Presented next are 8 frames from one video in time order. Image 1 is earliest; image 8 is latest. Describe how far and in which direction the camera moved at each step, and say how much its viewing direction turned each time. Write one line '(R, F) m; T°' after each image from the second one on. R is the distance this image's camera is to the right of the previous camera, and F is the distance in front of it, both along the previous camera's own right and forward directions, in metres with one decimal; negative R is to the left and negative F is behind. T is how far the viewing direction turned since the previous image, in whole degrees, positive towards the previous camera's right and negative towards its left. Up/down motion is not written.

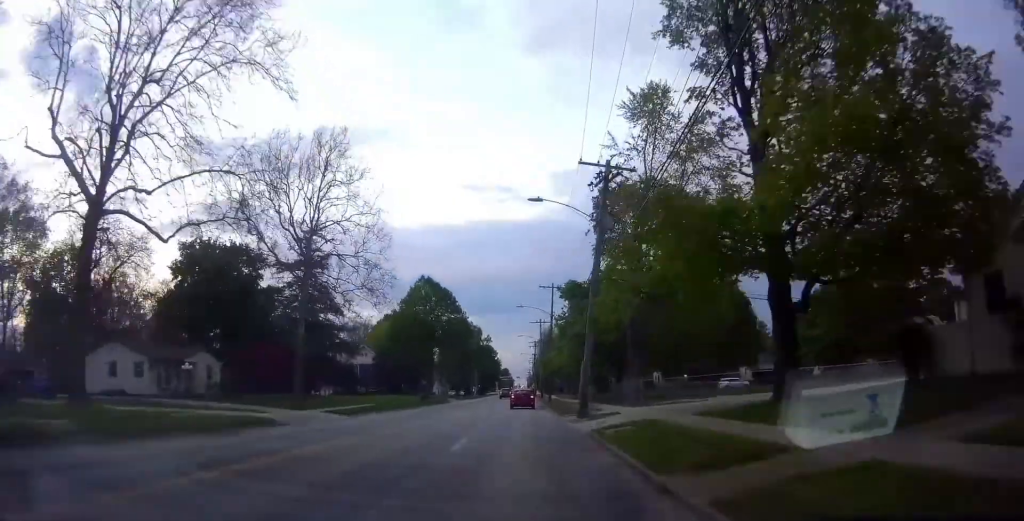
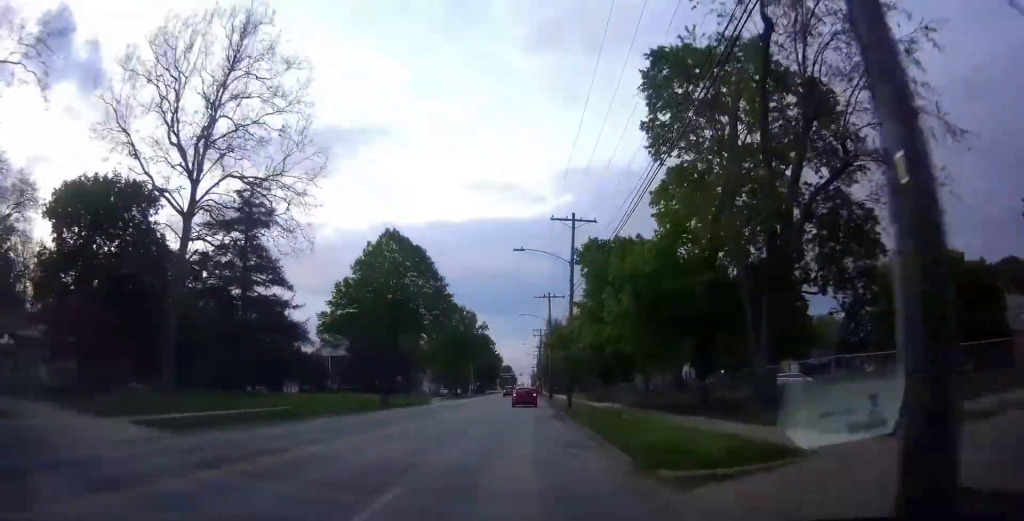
(-0.7, +20.7) m; 0°
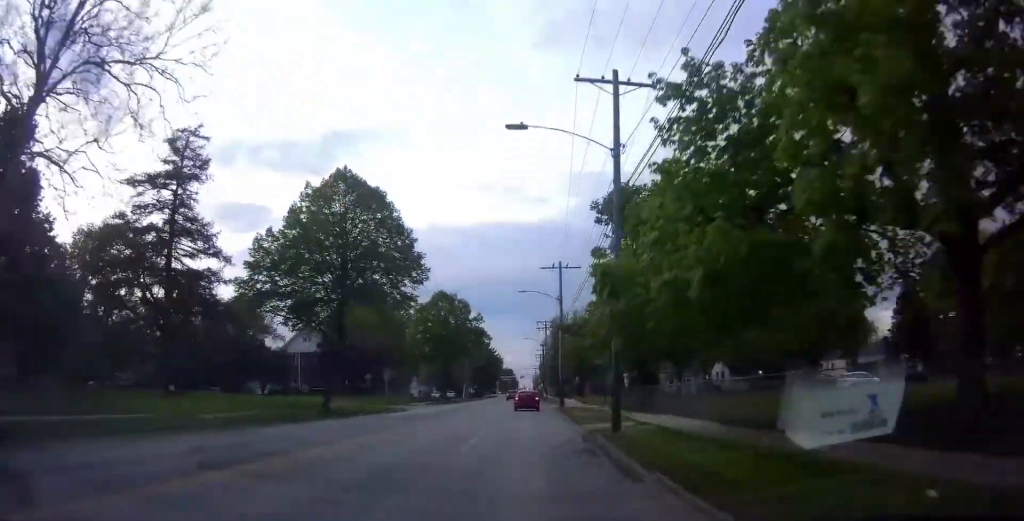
(+0.6, +15.1) m; +2°
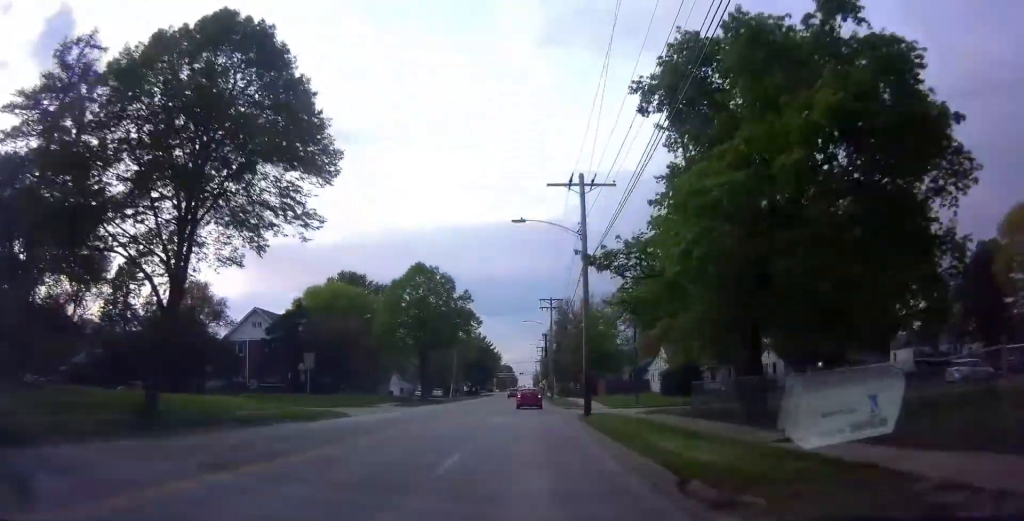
(0.0, +17.6) m; 0°
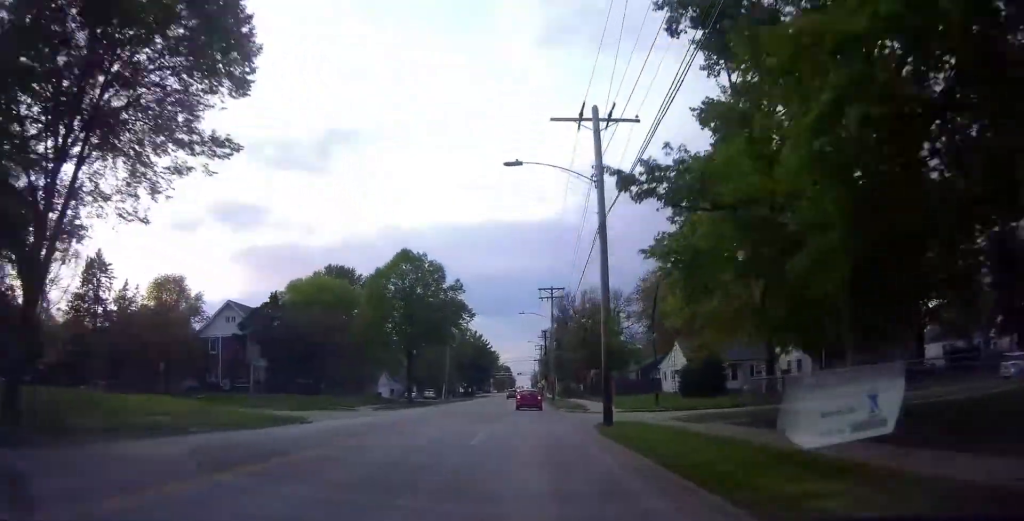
(0.0, +6.8) m; 0°
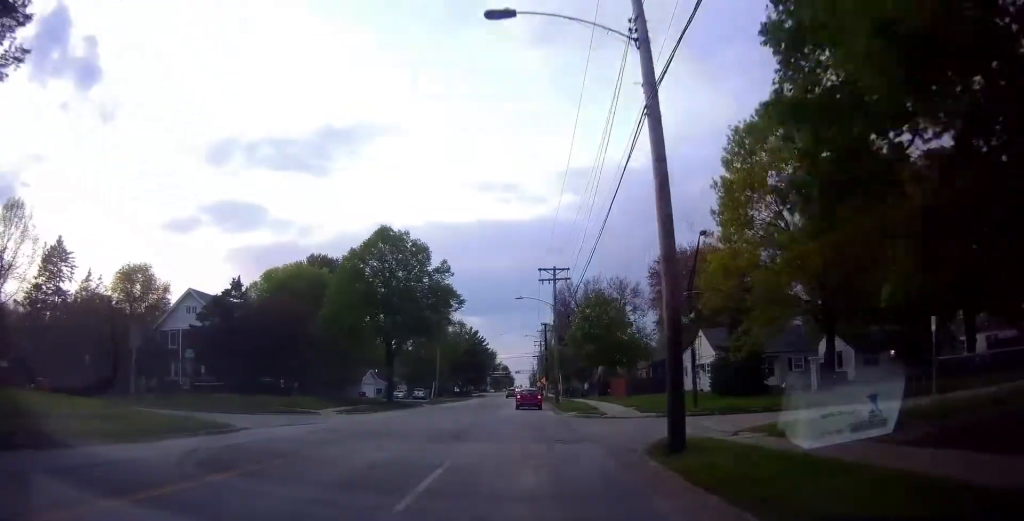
(0.0, +8.1) m; 0°
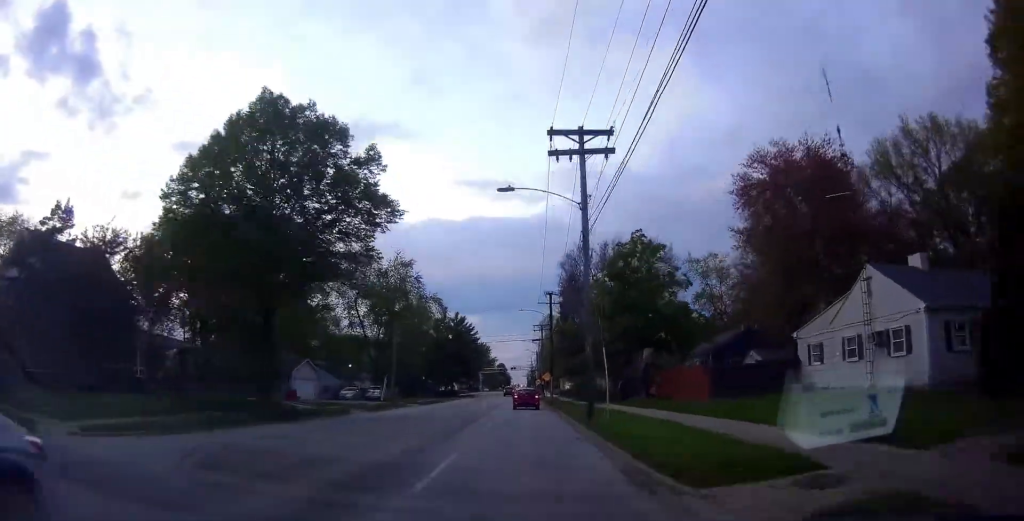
(0.0, +25.2) m; 0°
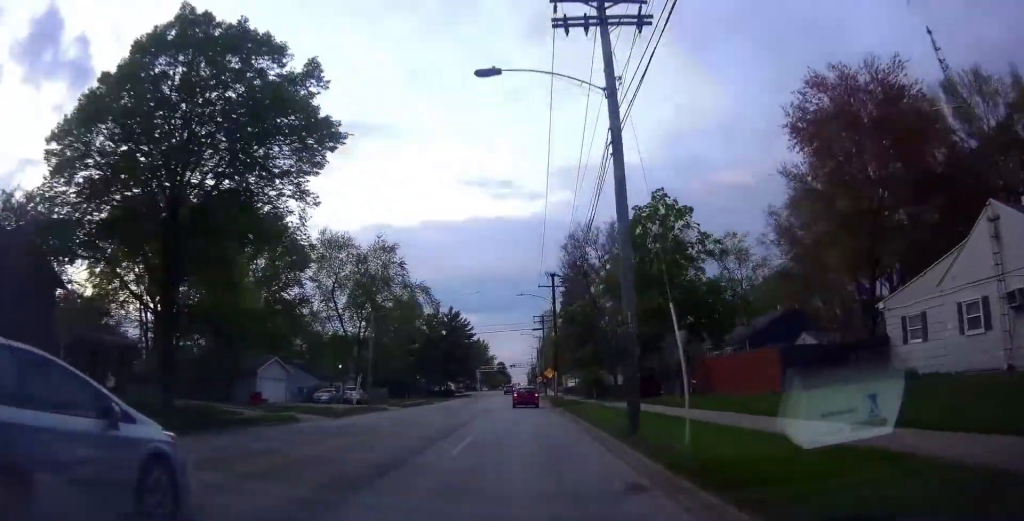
(0.0, +8.1) m; 0°
